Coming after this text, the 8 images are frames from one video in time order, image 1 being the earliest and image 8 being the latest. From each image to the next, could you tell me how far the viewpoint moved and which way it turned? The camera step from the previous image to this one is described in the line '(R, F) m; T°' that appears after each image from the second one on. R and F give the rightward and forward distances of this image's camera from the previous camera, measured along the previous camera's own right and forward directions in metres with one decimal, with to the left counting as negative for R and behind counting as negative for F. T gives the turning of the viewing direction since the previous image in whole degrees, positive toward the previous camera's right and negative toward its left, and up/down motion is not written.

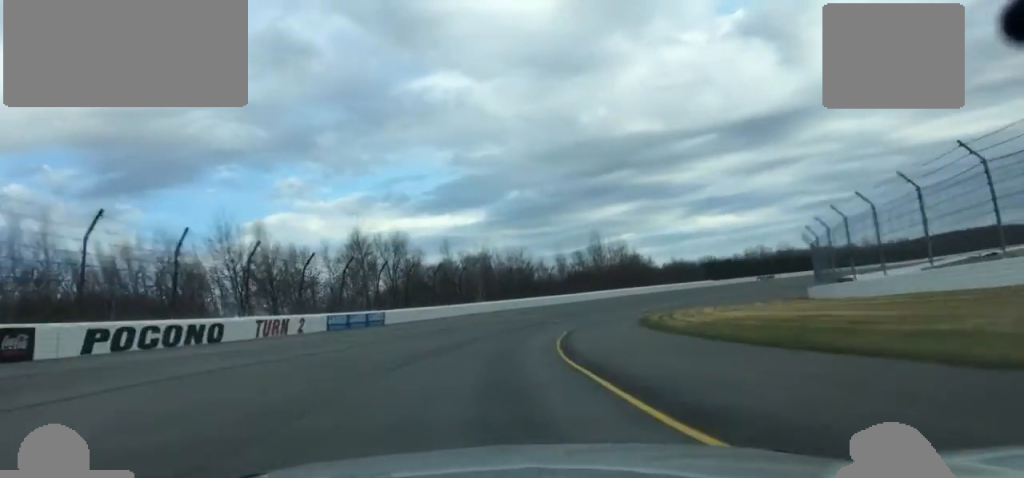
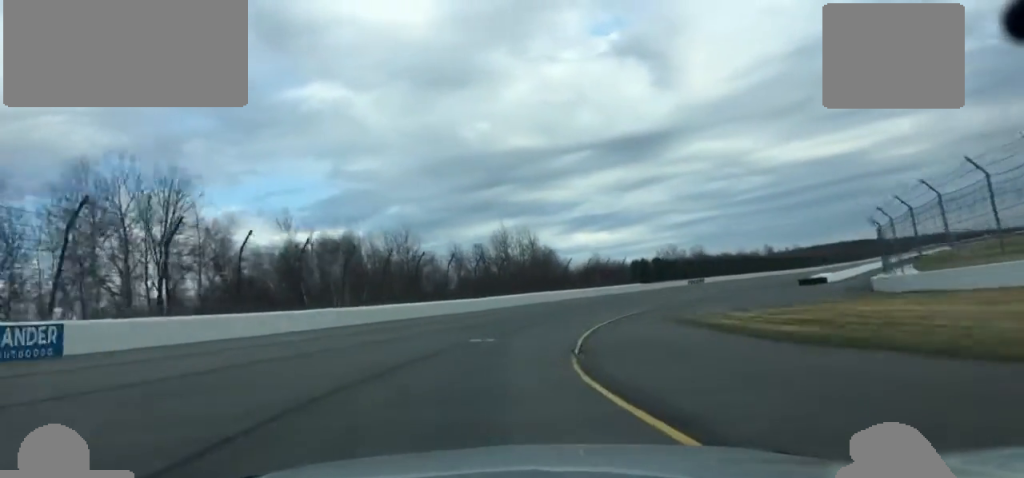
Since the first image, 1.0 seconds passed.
(+2.8, +38.5) m; +8°
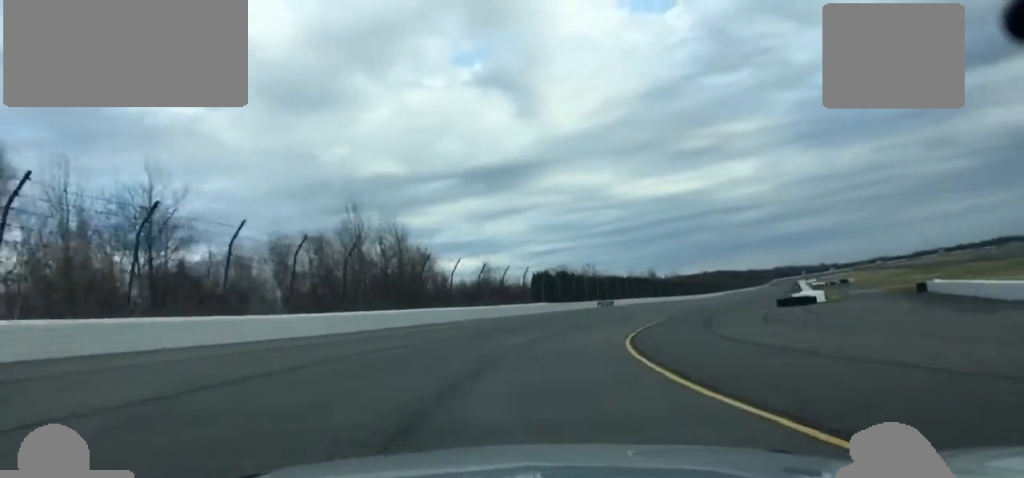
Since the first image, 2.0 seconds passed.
(+3.1, +40.3) m; +9°
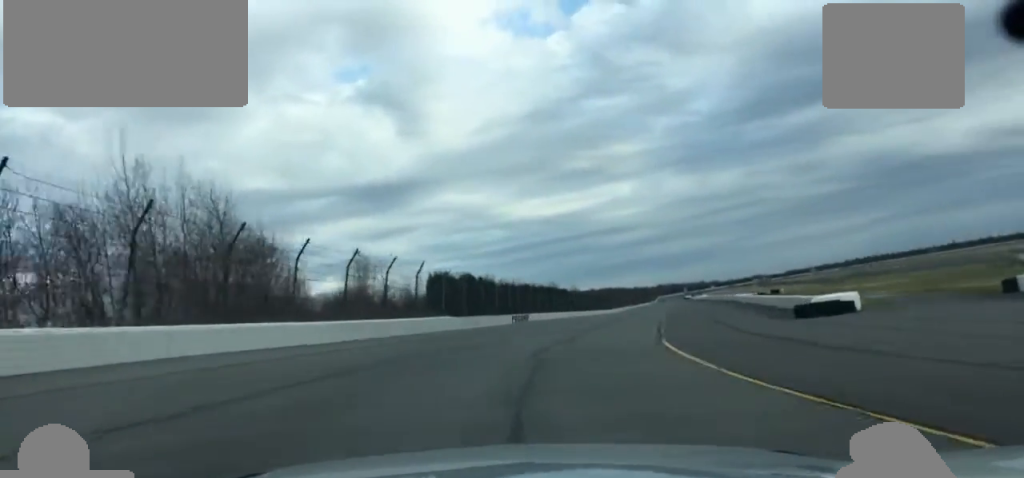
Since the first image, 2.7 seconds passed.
(+2.0, +31.6) m; +7°
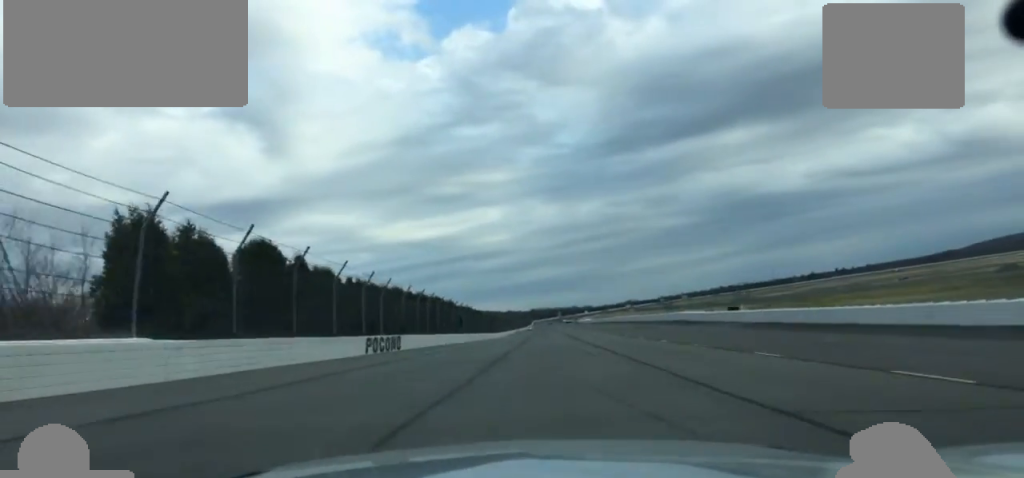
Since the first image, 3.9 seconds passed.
(+3.8, +49.7) m; +8°
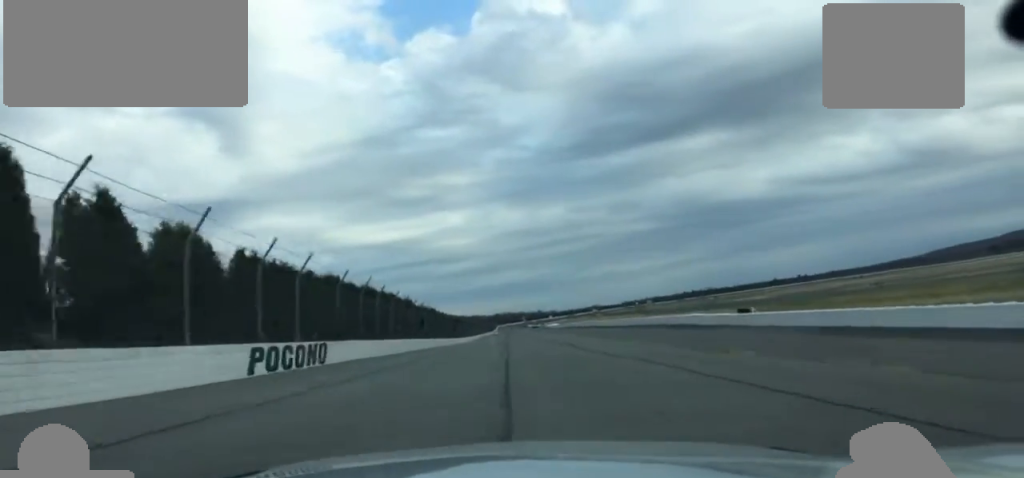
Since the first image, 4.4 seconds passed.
(+1.0, +20.6) m; +3°
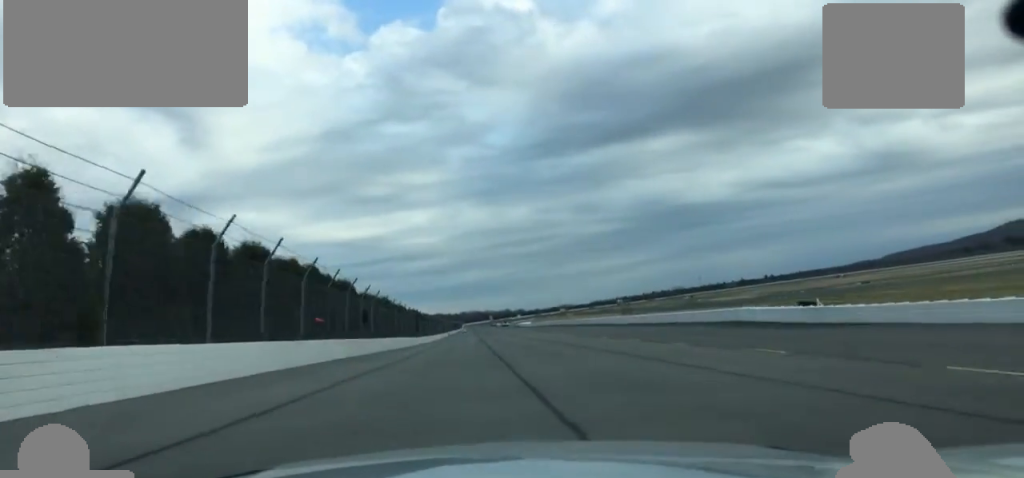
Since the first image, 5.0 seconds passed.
(+0.9, +28.7) m; +2°
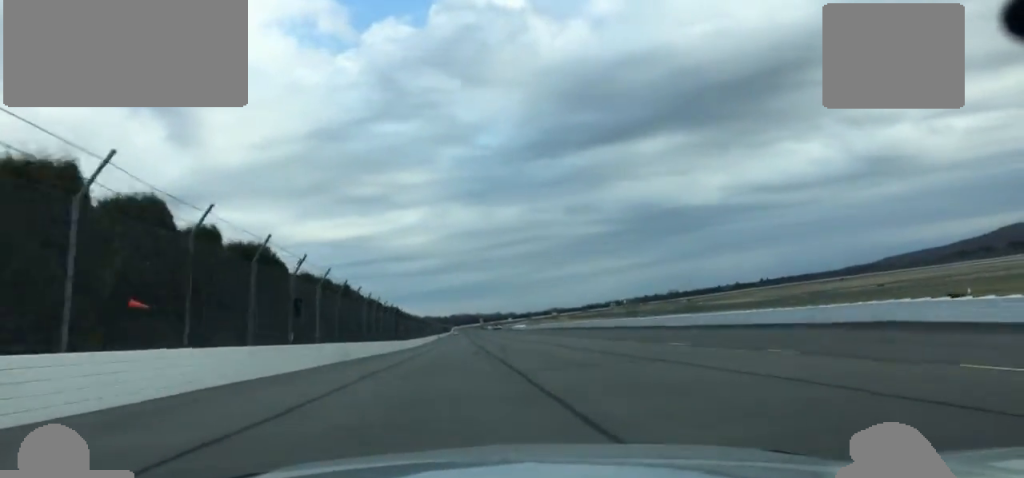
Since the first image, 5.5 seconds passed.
(+0.4, +24.7) m; +1°
